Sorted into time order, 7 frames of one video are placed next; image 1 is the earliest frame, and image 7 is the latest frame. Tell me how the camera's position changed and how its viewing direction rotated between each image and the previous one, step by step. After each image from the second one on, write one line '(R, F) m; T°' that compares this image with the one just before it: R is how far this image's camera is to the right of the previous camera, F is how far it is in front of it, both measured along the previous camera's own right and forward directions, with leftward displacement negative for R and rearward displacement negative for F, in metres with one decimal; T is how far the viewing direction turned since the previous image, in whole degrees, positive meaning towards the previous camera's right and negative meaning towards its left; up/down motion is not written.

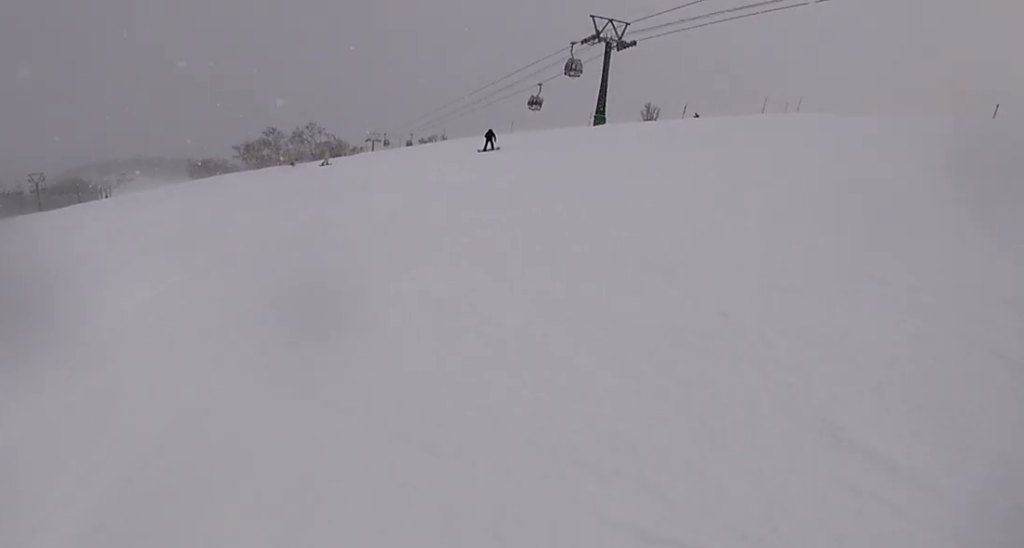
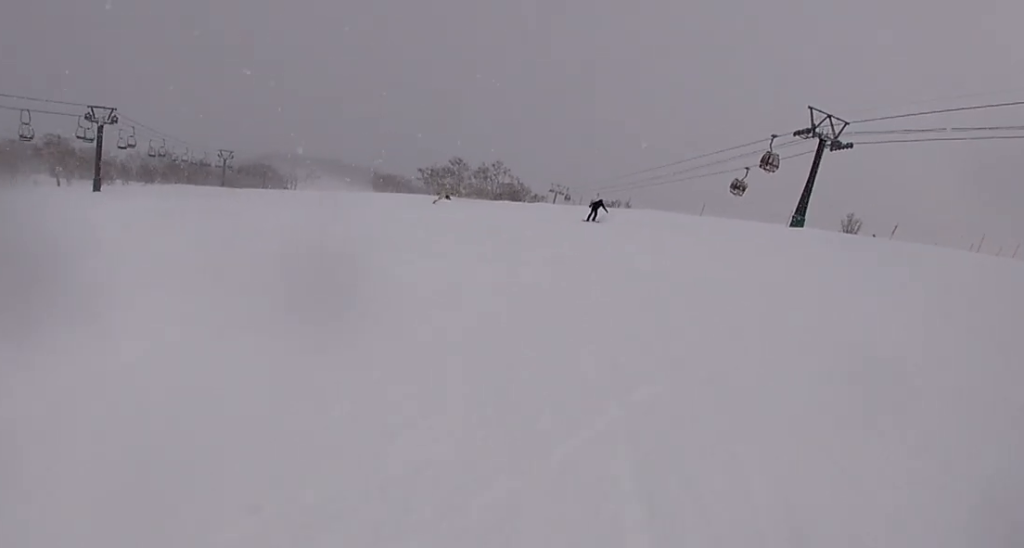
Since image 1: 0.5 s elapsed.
(+0.3, +3.7) m; -14°
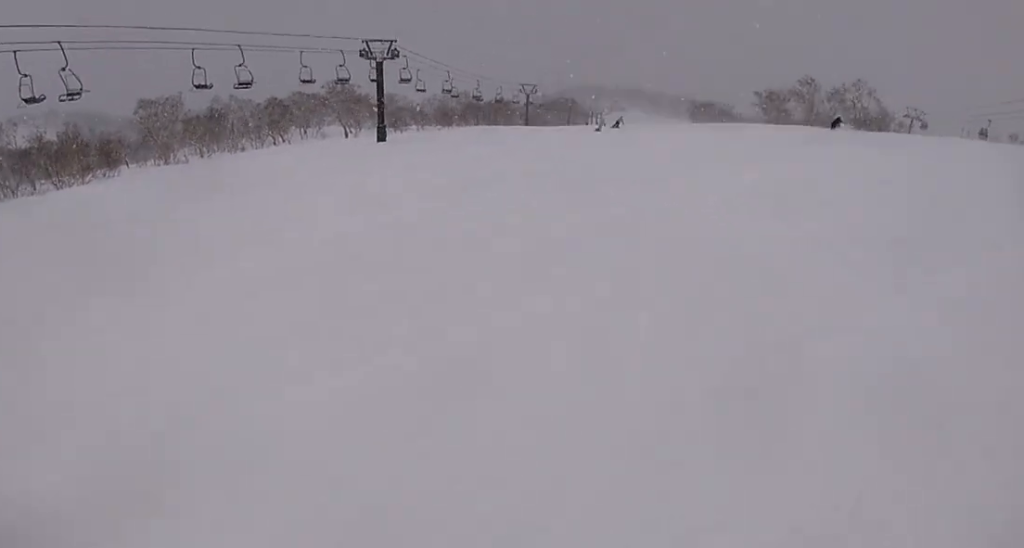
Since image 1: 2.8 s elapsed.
(-7.4, +16.9) m; -19°
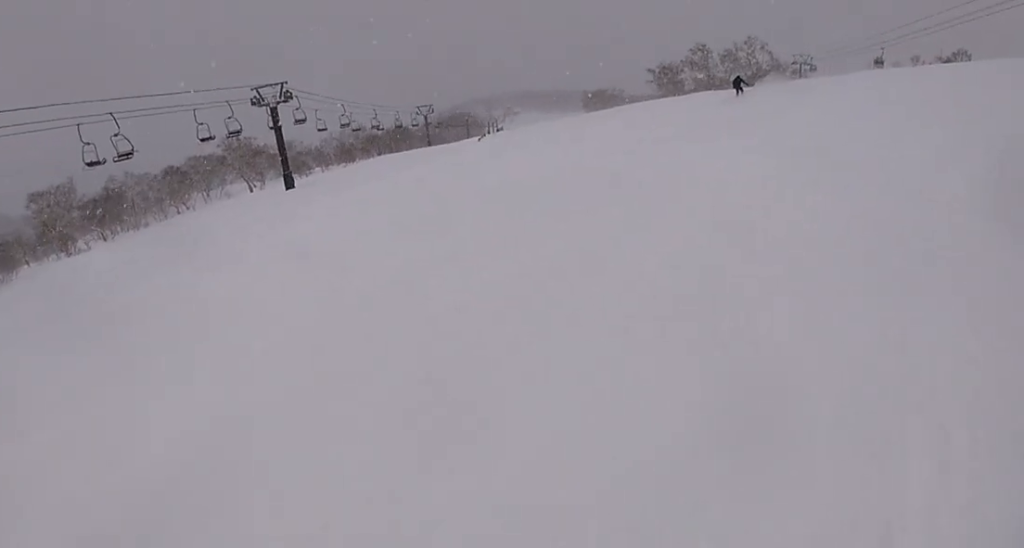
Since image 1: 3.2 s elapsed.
(+0.2, +3.8) m; +8°
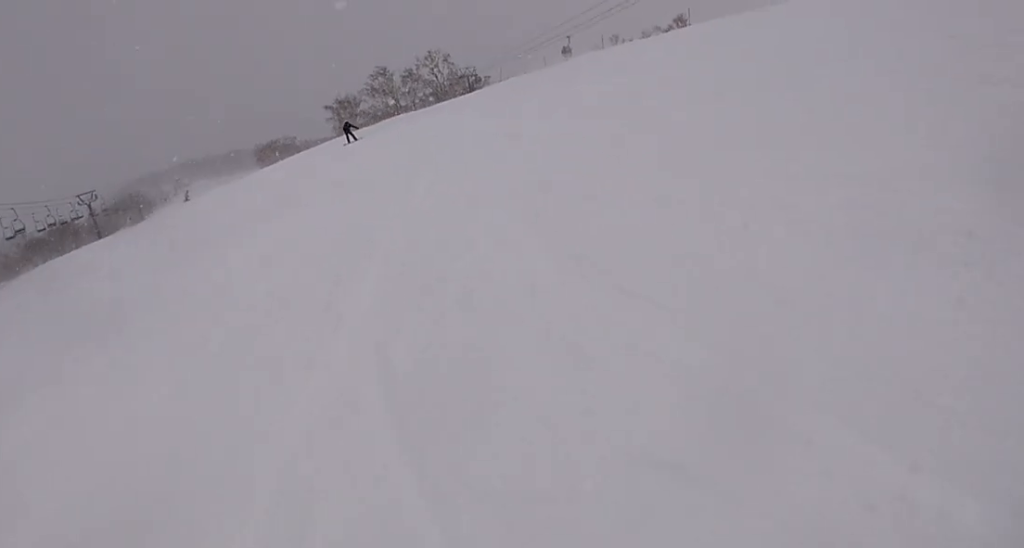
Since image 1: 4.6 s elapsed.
(+3.6, +12.9) m; +35°
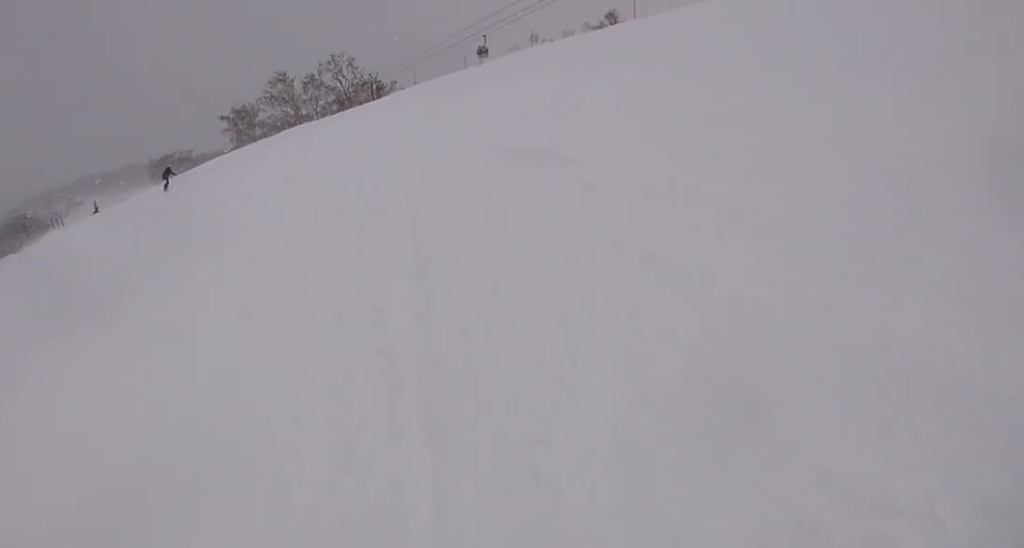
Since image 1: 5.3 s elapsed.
(+1.5, +6.4) m; +7°
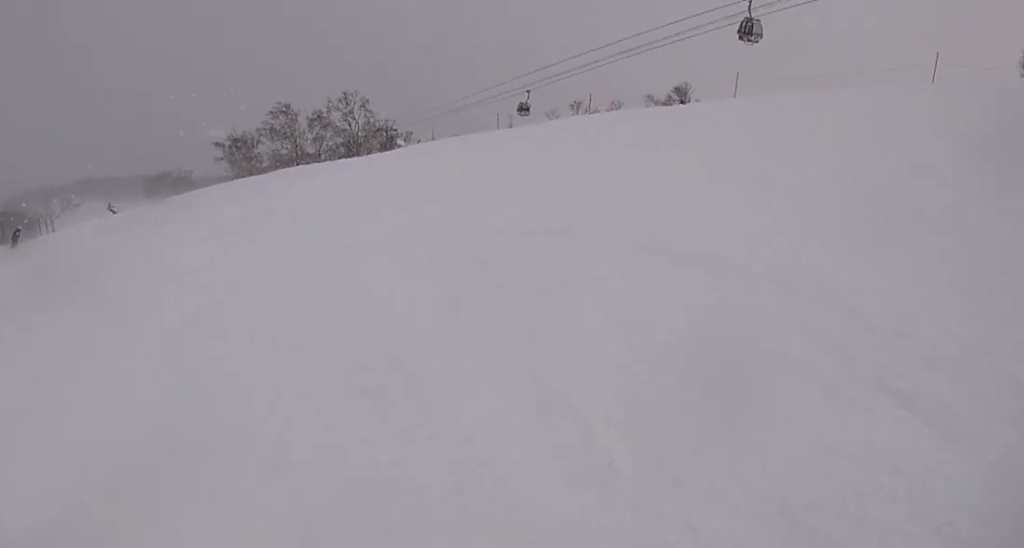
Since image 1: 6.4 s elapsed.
(+0.2, +11.3) m; -1°
